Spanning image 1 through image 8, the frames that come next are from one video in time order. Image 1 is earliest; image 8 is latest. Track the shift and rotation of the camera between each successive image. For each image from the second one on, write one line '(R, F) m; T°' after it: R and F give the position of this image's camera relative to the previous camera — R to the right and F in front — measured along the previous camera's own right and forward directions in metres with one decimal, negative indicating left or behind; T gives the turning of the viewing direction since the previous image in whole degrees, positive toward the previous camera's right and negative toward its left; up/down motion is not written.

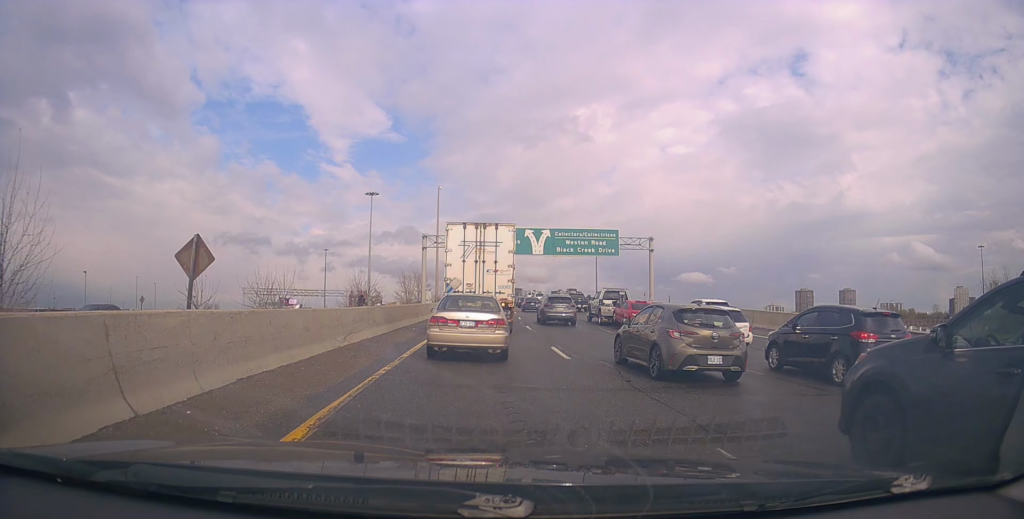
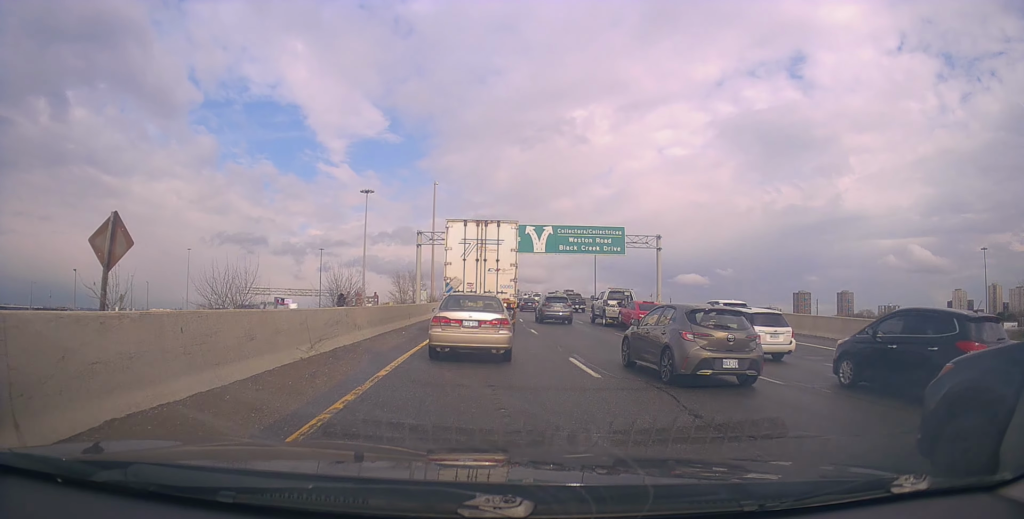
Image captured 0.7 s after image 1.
(0.0, +3.2) m; 0°
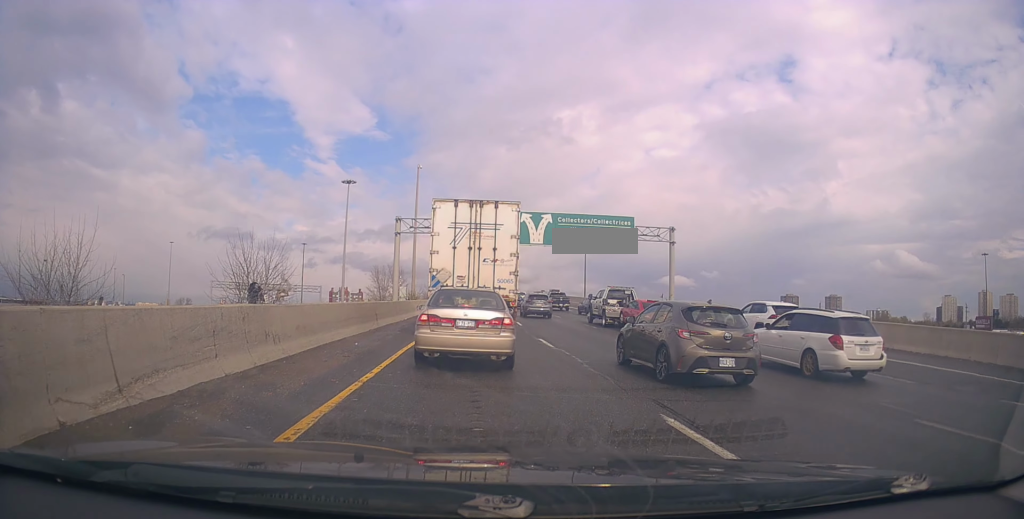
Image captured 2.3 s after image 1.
(0.0, +6.7) m; +3°
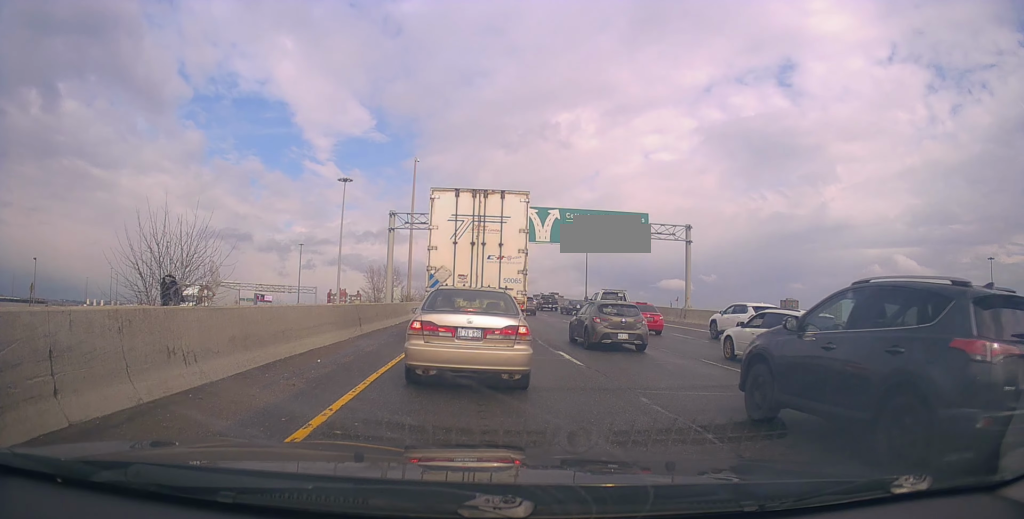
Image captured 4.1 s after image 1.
(+0.7, +3.0) m; +1°
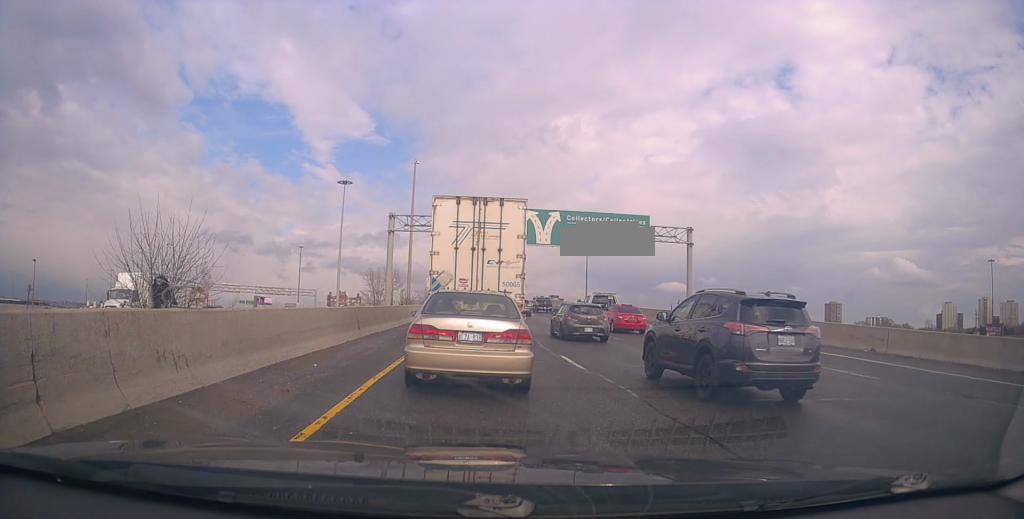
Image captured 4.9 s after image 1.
(+0.2, +0.4) m; 0°
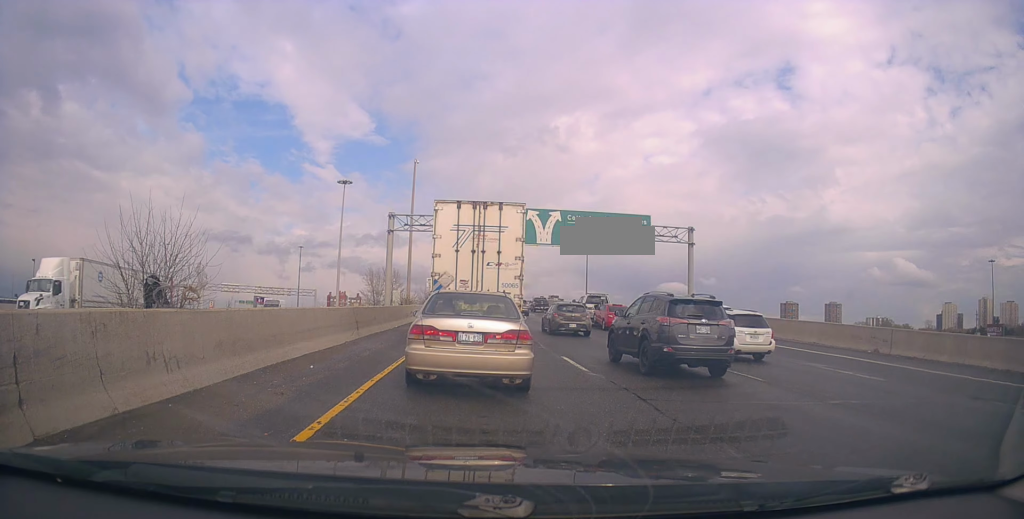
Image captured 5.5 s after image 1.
(0.0, +0.3) m; 0°
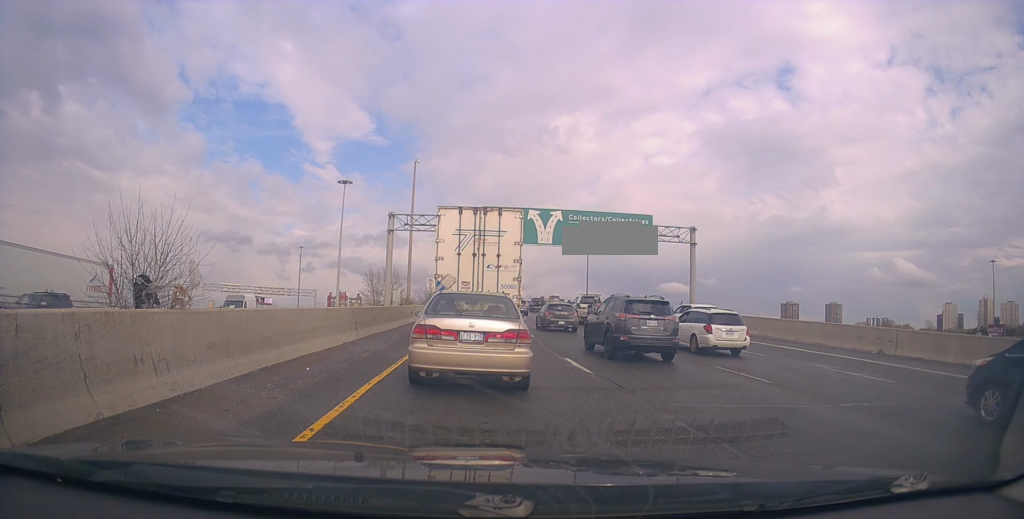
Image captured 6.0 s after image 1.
(0.0, +0.3) m; 0°
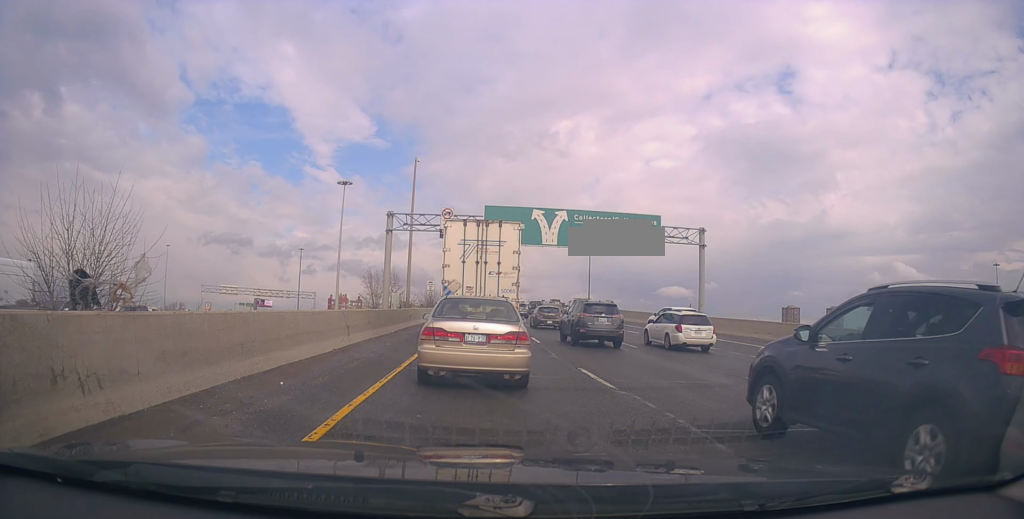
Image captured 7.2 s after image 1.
(-0.1, +1.5) m; -3°
